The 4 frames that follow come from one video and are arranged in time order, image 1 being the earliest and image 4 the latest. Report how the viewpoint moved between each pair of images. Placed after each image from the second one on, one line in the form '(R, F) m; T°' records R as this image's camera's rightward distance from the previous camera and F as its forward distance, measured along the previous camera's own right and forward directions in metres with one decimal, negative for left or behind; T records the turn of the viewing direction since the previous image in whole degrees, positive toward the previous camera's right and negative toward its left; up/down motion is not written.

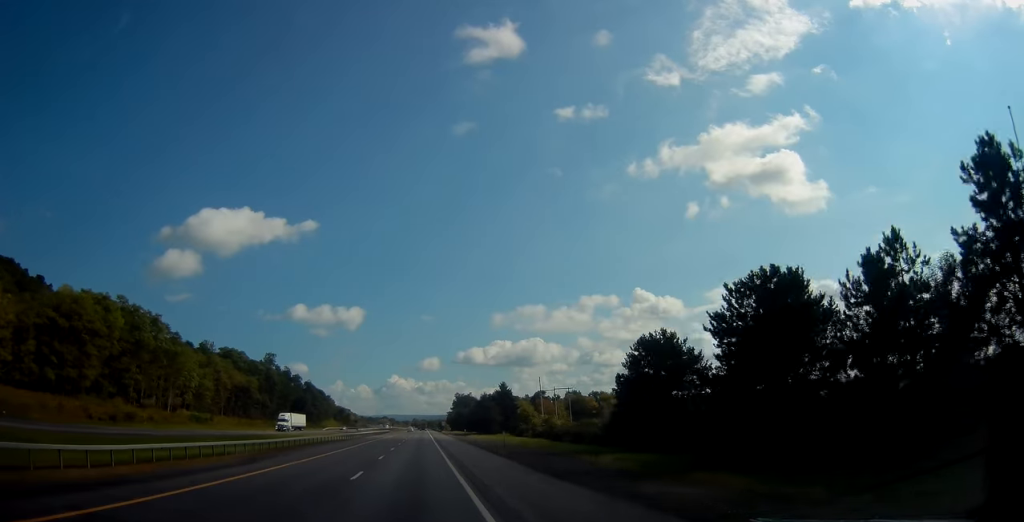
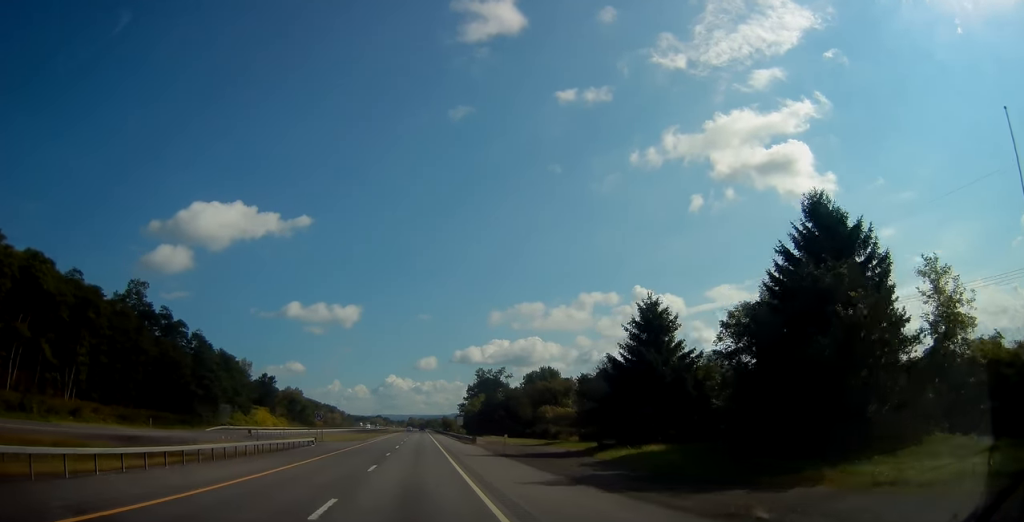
(-0.5, +117.5) m; 0°
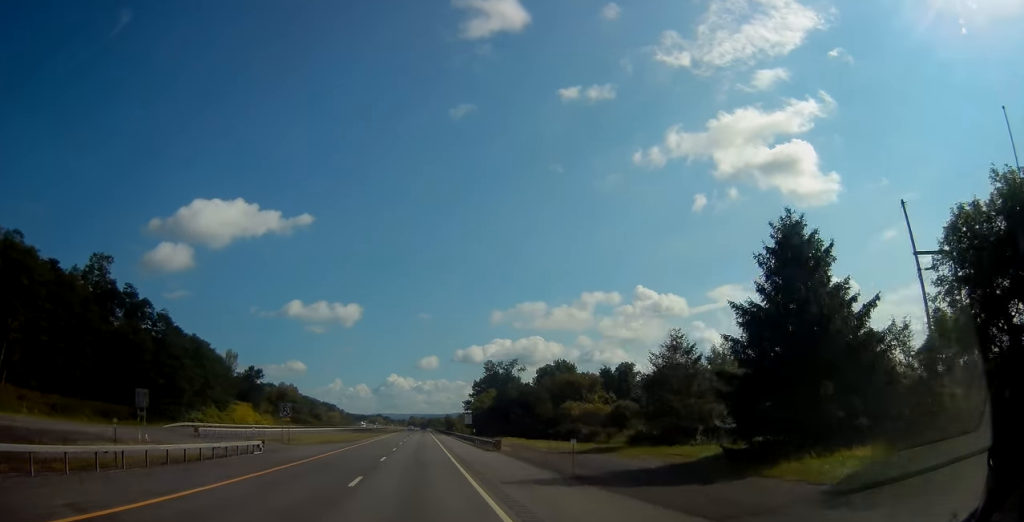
(+0.1, +18.3) m; 0°
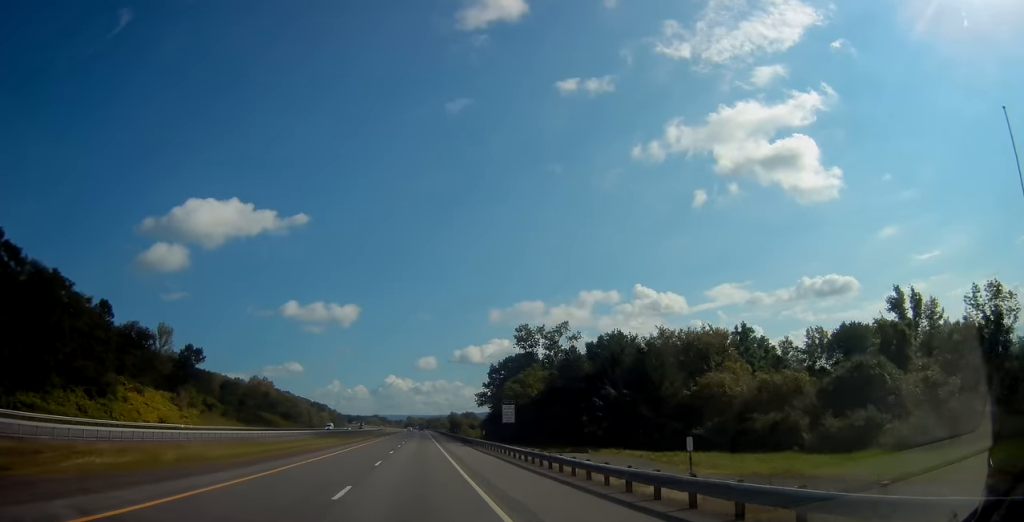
(-0.6, +51.2) m; 0°
